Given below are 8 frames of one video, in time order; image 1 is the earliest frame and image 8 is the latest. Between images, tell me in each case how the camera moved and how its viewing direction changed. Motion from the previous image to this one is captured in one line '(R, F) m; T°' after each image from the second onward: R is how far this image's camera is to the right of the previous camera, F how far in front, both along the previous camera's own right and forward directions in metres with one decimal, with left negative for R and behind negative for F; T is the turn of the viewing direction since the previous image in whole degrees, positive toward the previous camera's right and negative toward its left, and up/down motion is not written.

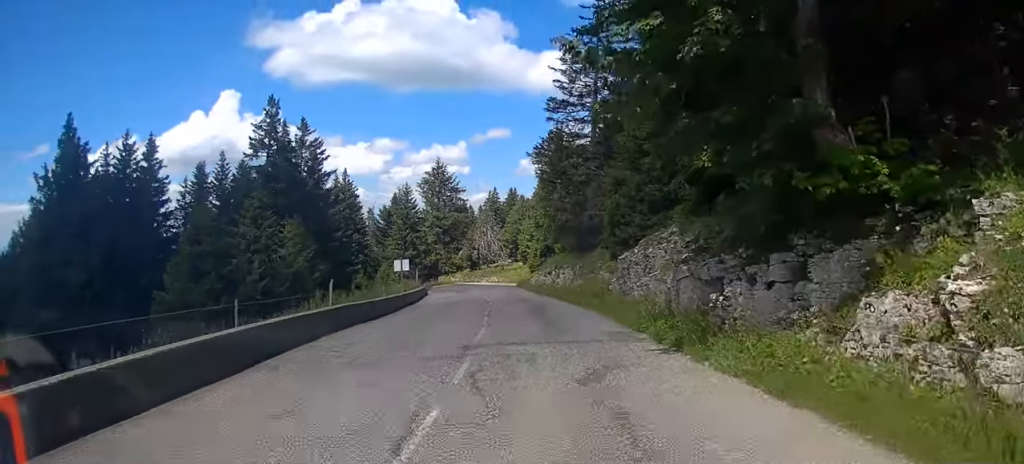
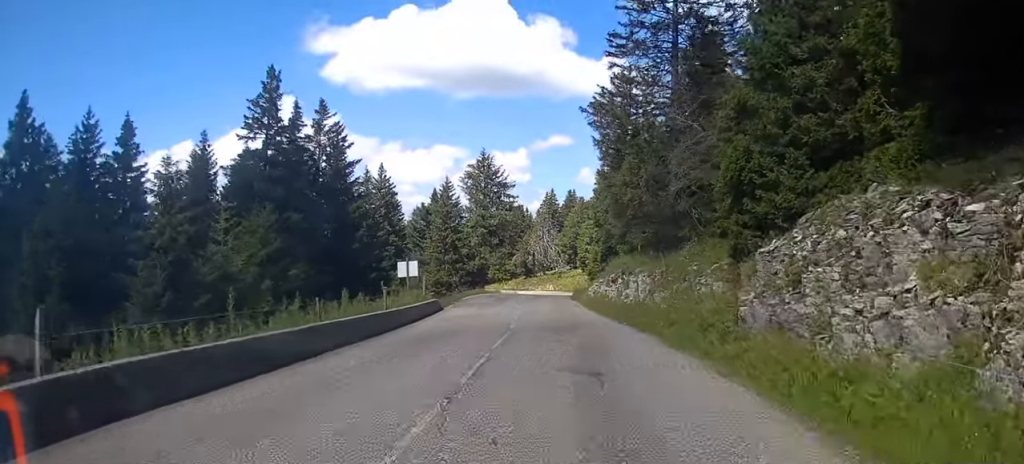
(-0.5, +12.6) m; -5°
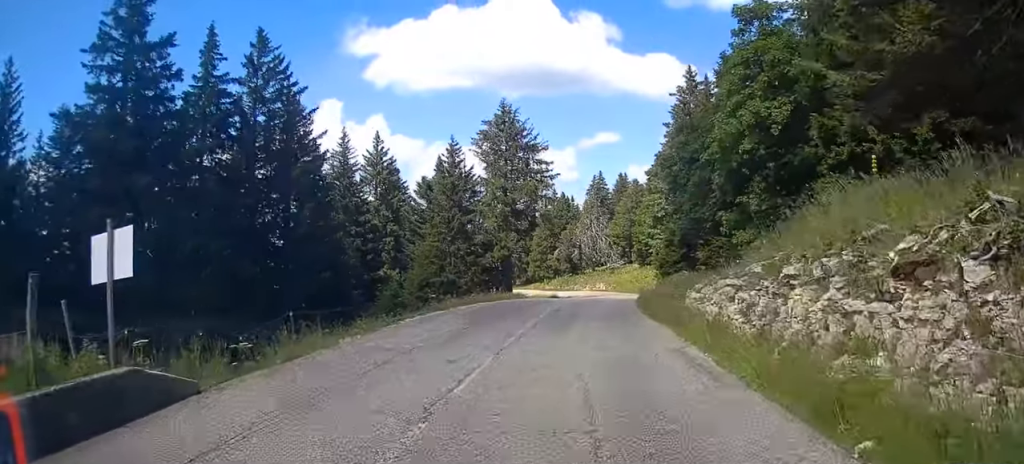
(-1.5, +23.4) m; -5°
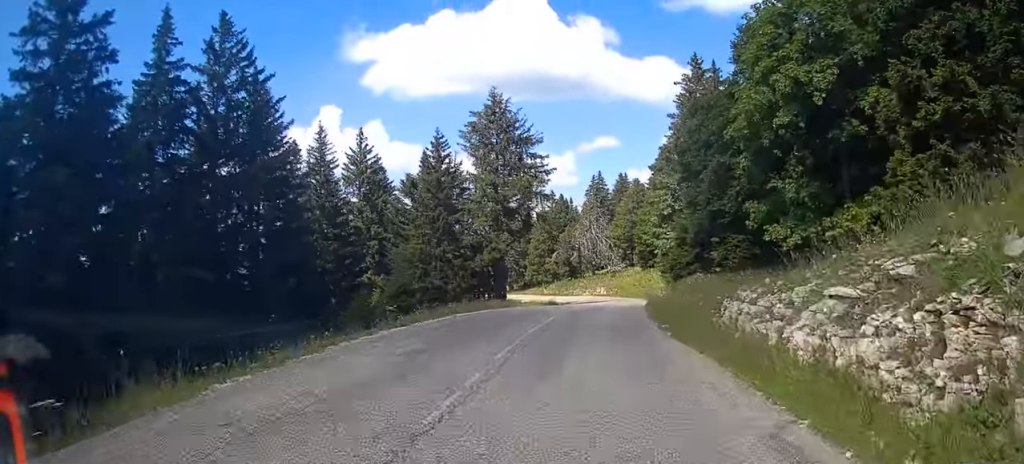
(0.0, +5.3) m; 0°
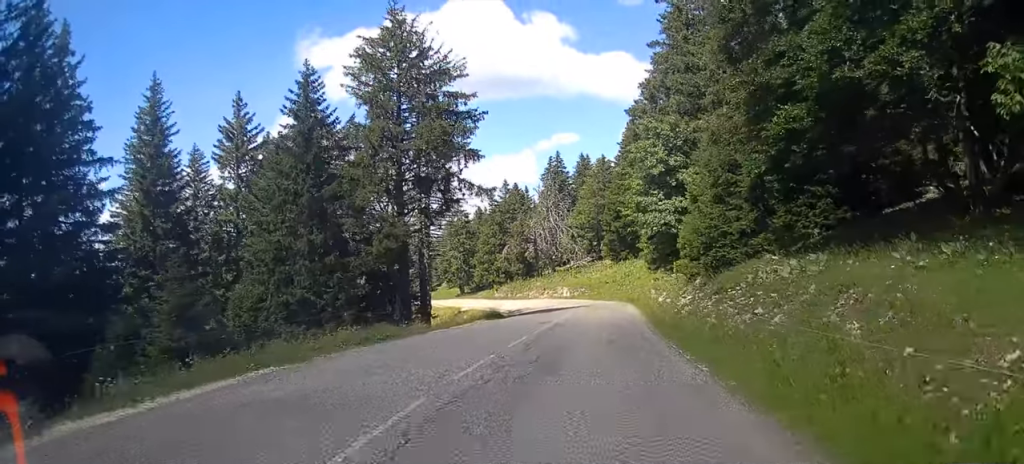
(+0.2, +18.9) m; +1°
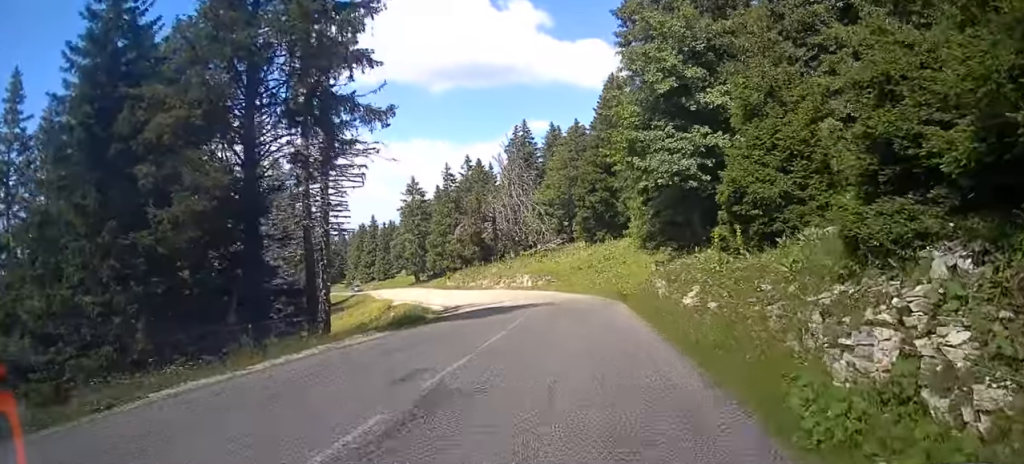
(0.0, +14.4) m; 0°
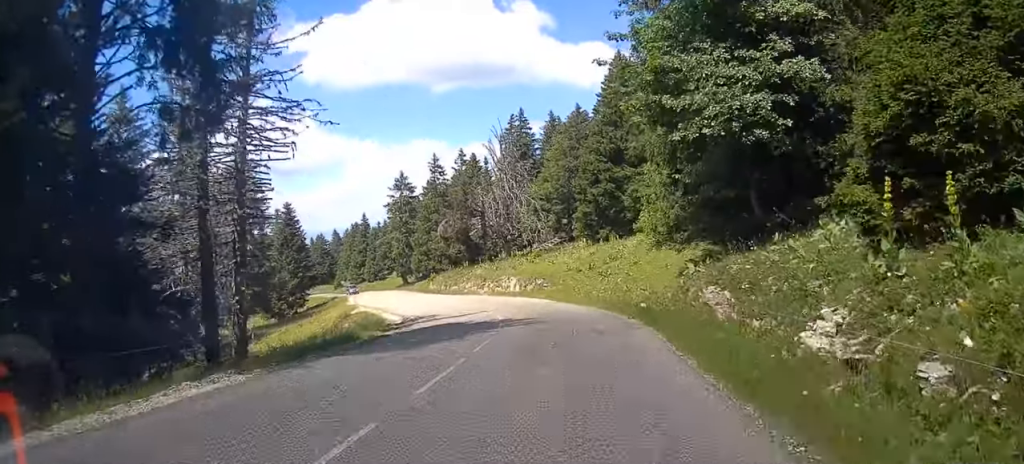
(+0.1, +8.5) m; -1°
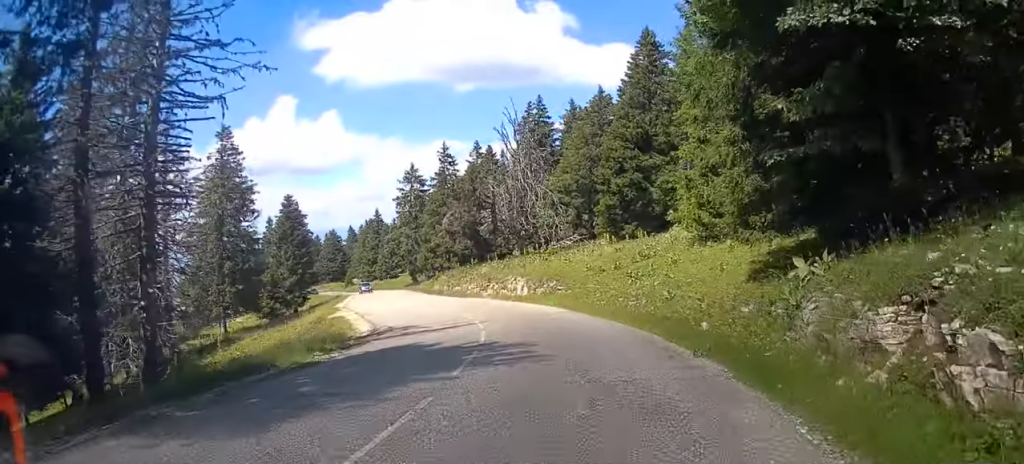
(0.0, +6.8) m; -2°
